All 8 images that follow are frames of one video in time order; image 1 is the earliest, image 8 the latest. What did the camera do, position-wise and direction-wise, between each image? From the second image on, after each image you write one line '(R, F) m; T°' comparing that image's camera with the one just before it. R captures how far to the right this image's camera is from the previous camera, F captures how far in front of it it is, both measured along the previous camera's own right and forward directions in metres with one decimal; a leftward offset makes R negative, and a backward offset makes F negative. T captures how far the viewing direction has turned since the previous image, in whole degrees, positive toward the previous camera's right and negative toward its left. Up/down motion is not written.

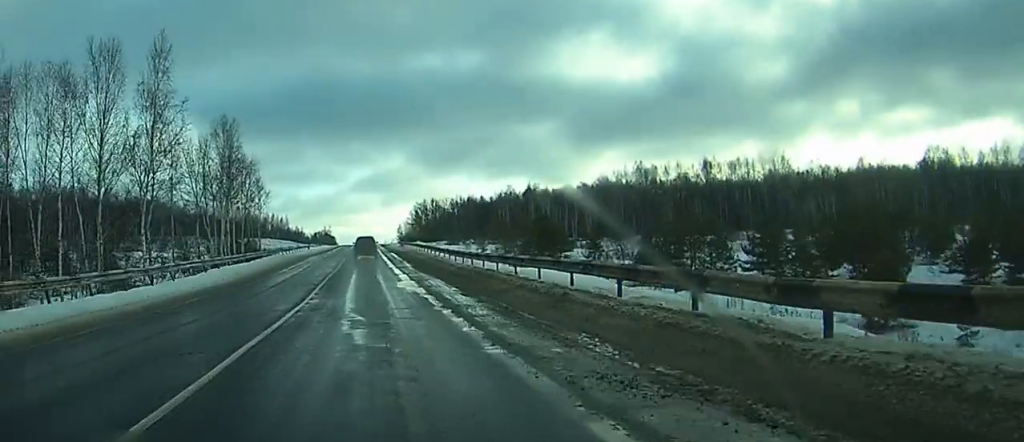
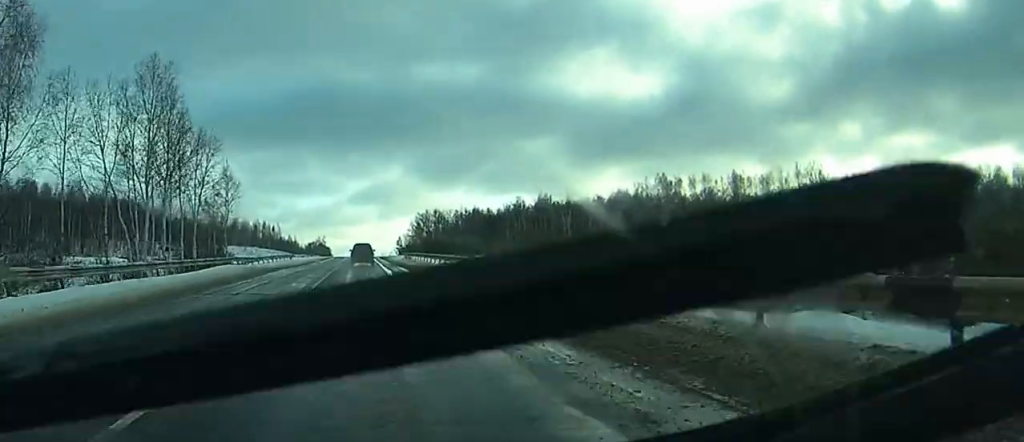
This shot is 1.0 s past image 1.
(+0.2, +27.1) m; +1°
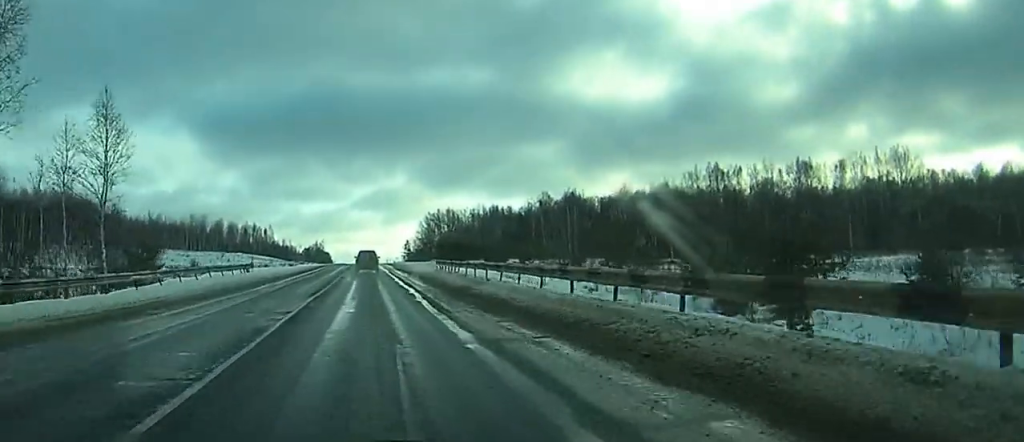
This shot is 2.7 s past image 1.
(0.0, +44.7) m; 0°
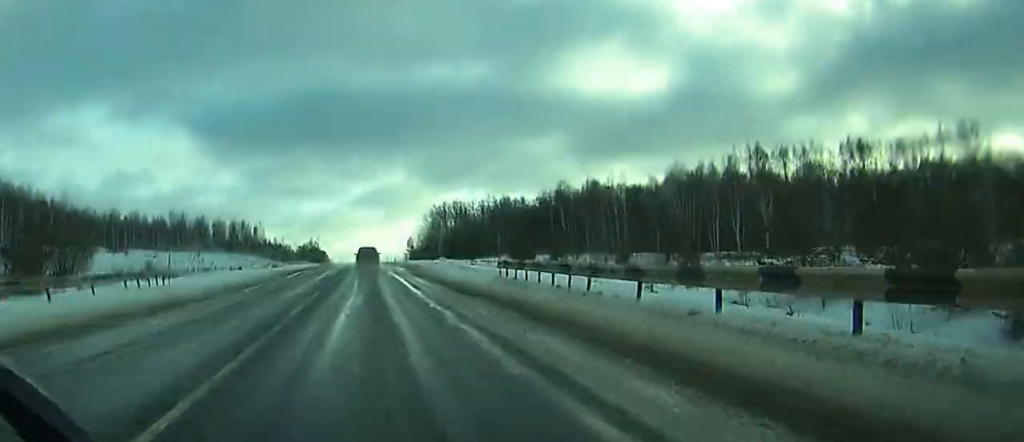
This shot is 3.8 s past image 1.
(+0.1, +29.4) m; 0°
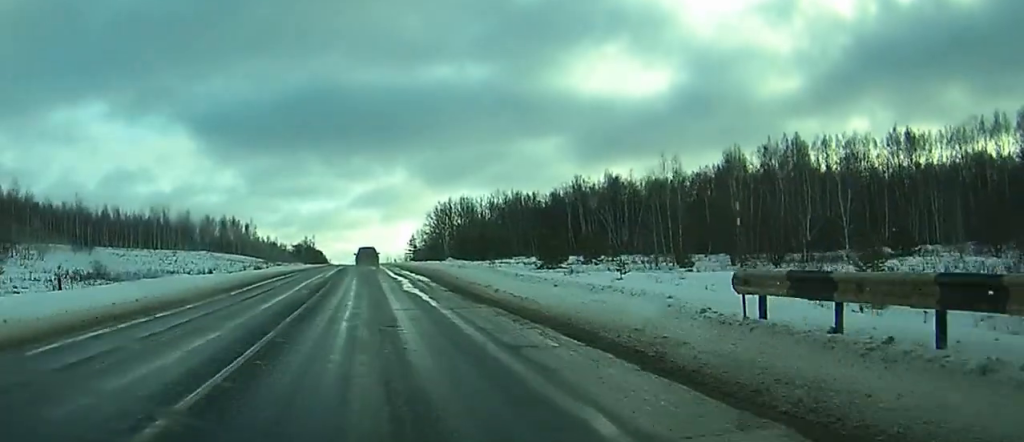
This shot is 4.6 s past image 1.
(0.0, +21.5) m; 0°
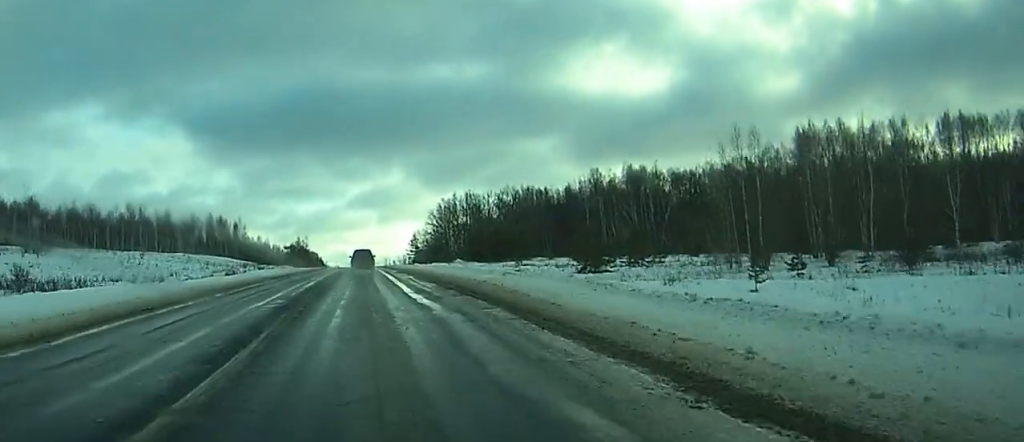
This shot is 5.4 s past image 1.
(0.0, +21.6) m; 0°
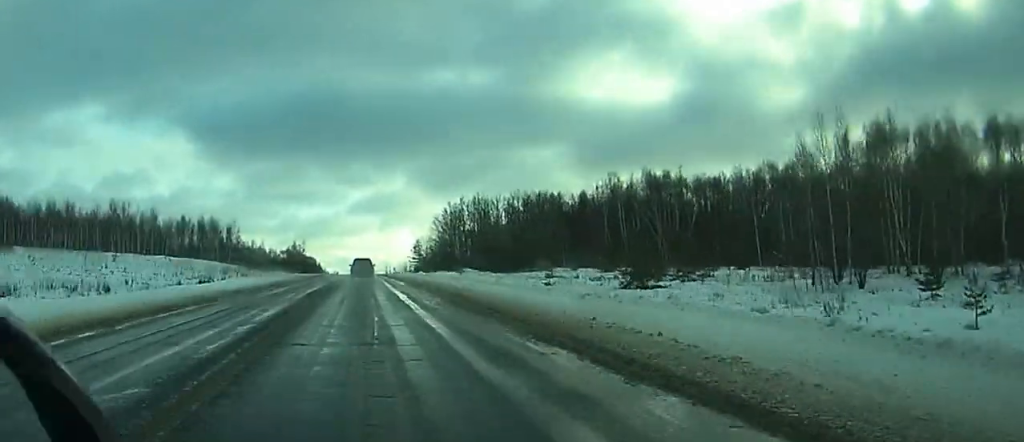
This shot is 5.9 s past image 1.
(0.0, +15.3) m; 0°
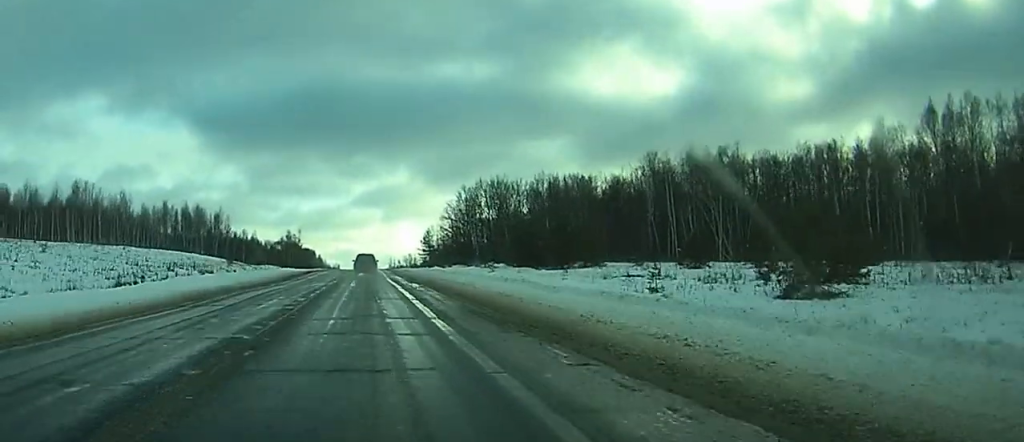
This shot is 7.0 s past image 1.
(0.0, +27.9) m; 0°
